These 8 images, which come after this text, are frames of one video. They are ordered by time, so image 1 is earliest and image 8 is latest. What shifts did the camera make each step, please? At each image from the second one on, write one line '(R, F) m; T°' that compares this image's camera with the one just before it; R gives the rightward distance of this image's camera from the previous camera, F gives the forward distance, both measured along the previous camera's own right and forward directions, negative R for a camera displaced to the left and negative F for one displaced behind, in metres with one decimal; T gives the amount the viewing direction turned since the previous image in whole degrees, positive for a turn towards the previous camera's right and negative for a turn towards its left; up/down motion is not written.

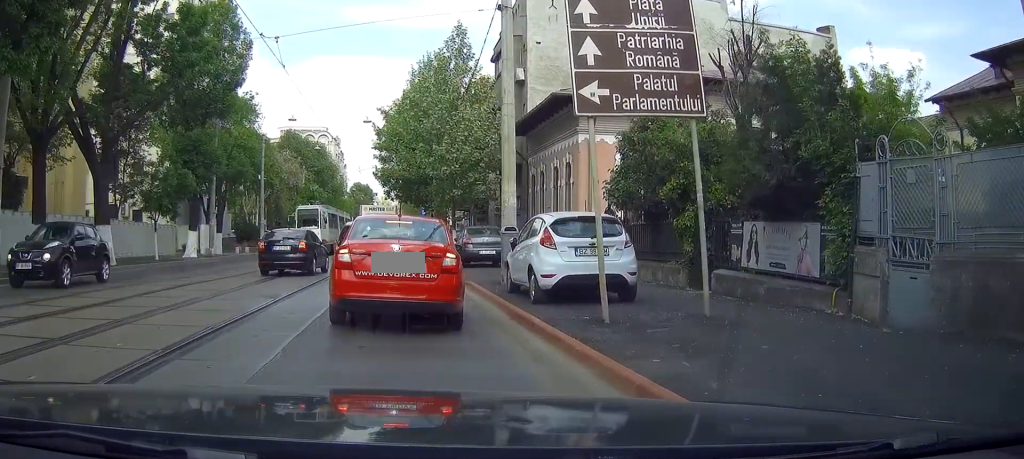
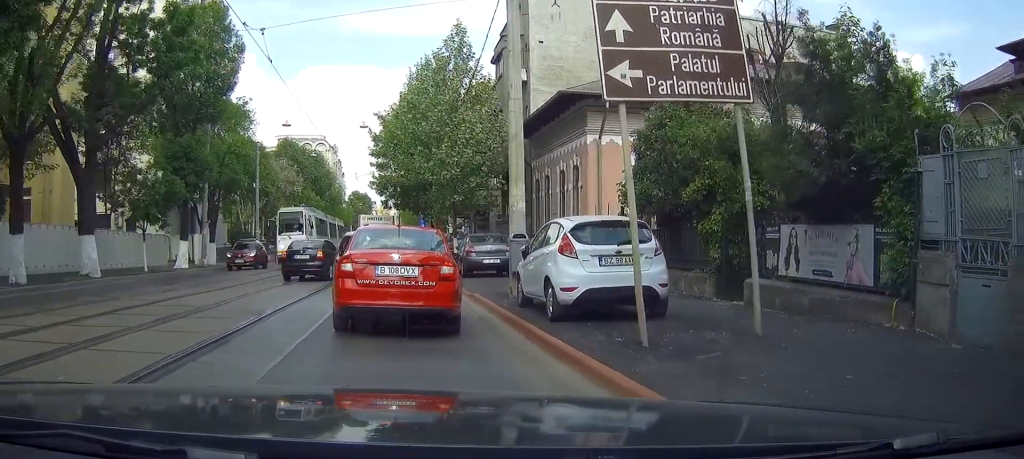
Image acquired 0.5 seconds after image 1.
(0.0, +1.4) m; +1°
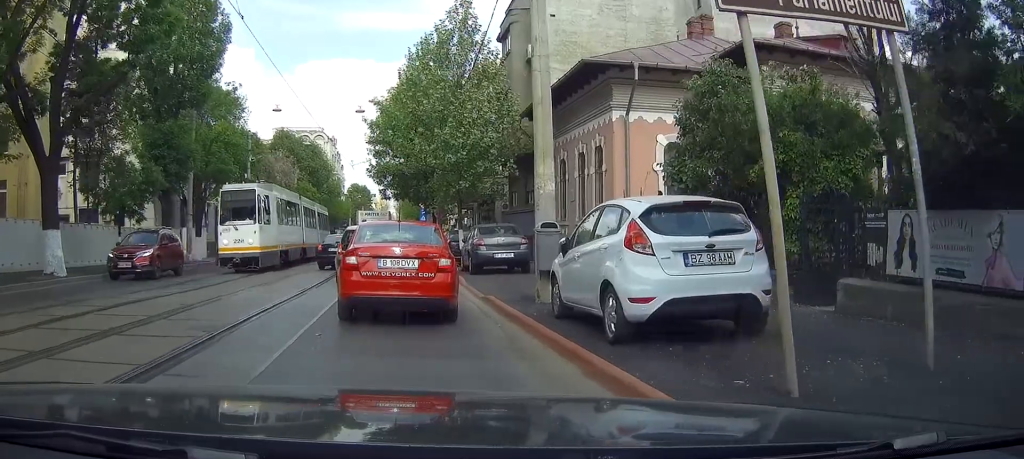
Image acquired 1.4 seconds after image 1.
(+0.1, +3.1) m; +1°
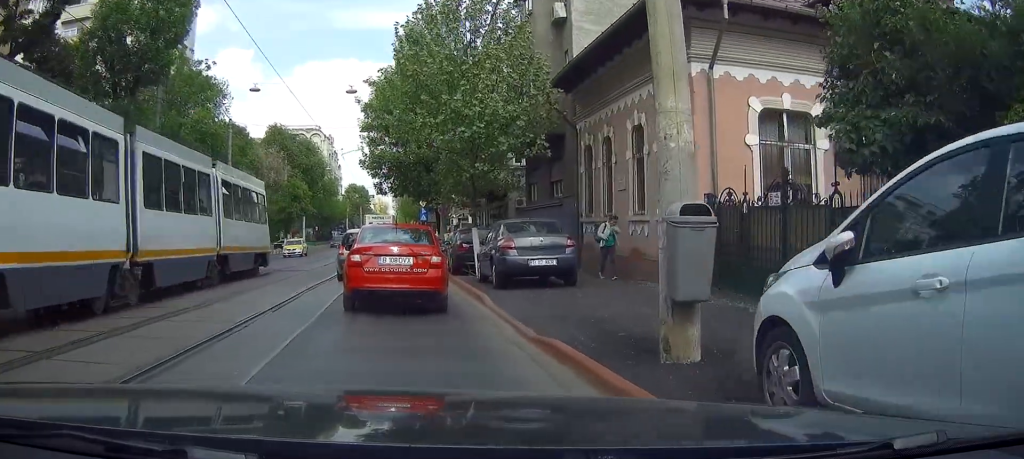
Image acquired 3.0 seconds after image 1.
(-0.1, +6.5) m; -1°
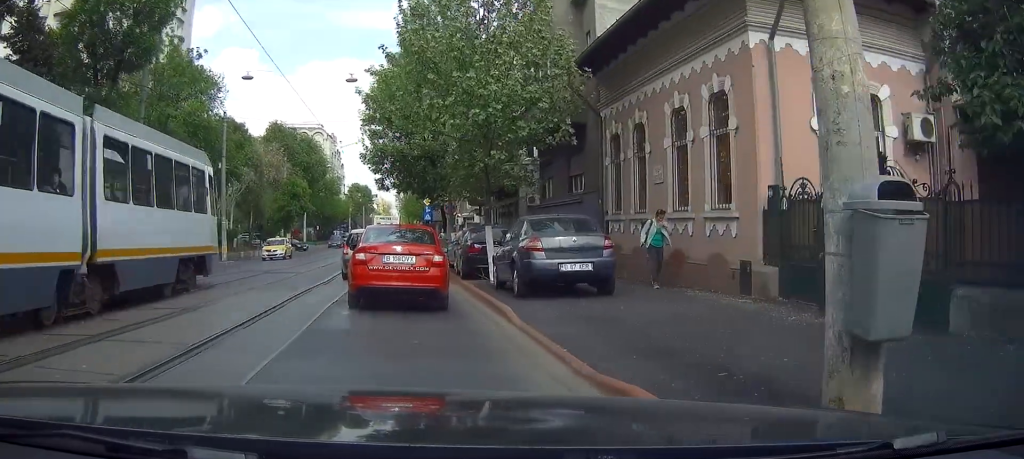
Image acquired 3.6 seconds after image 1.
(0.0, +2.6) m; 0°
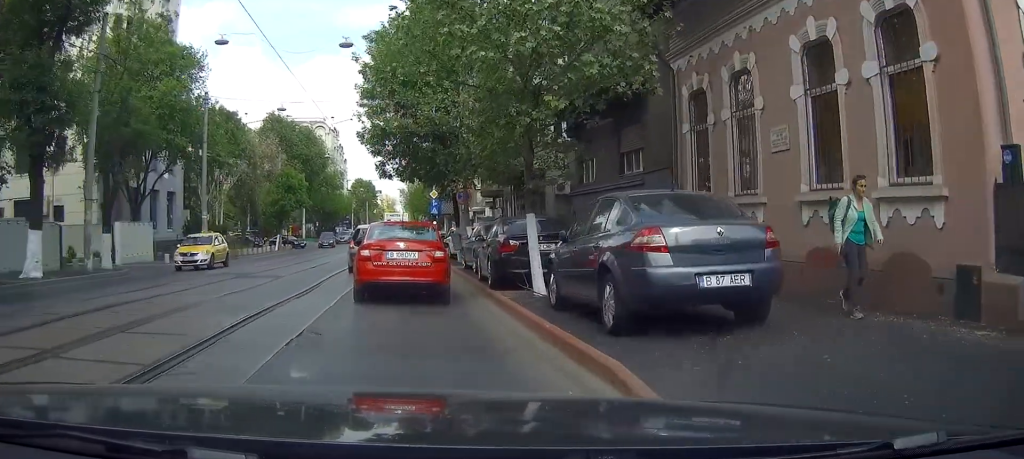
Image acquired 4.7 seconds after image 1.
(+0.1, +5.5) m; +1°
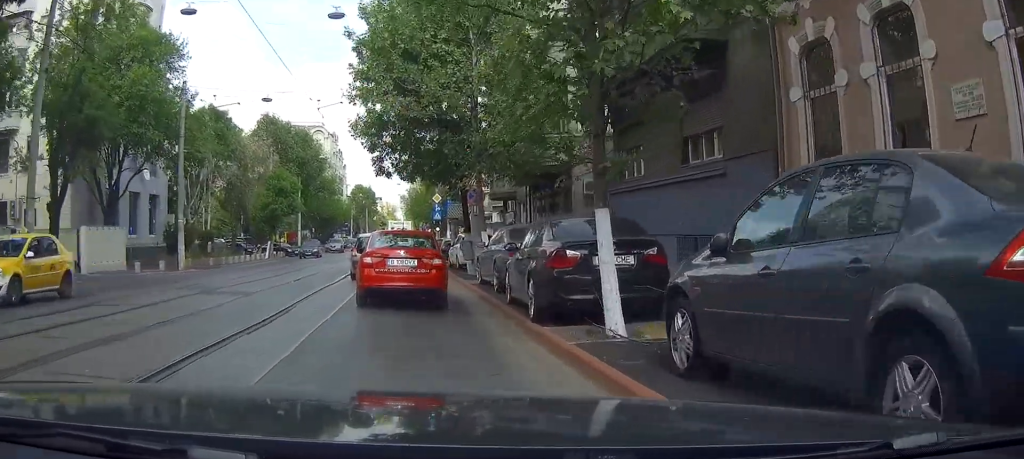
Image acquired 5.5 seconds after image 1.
(+0.1, +4.8) m; 0°
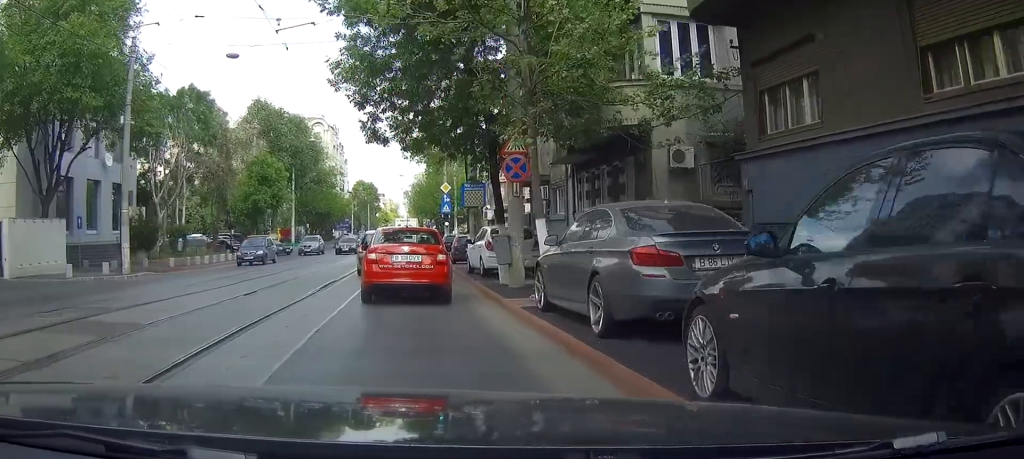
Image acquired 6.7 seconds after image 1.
(0.0, +8.6) m; +1°
